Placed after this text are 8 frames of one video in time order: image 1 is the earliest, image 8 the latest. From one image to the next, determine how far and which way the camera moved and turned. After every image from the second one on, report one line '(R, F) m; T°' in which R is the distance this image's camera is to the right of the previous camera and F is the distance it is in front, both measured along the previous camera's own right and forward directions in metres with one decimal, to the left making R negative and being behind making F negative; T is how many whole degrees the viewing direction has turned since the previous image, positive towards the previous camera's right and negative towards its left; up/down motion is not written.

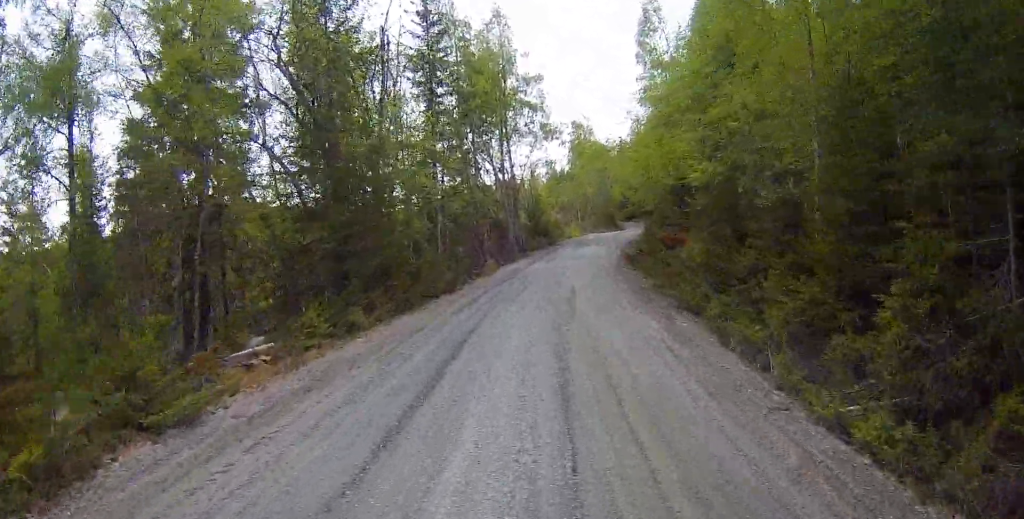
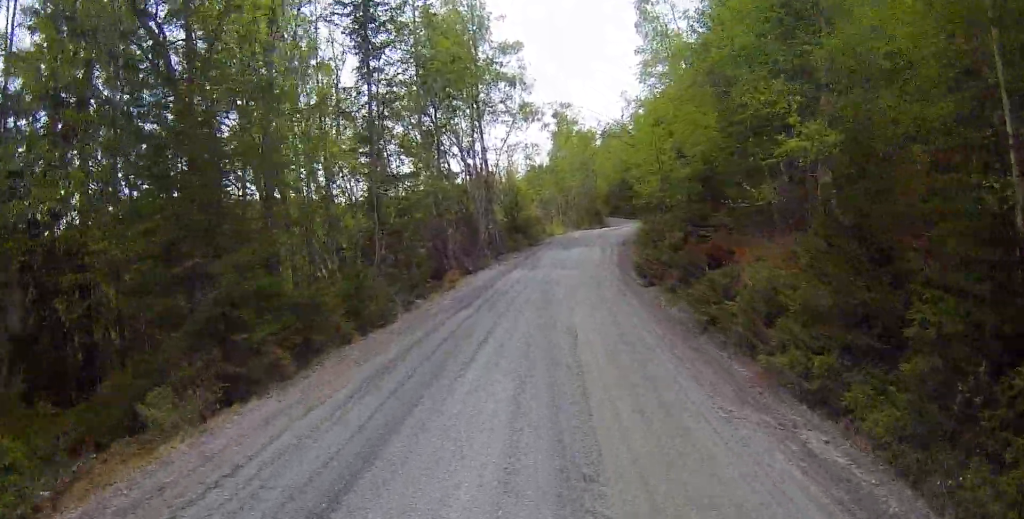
(-0.1, +7.0) m; +2°
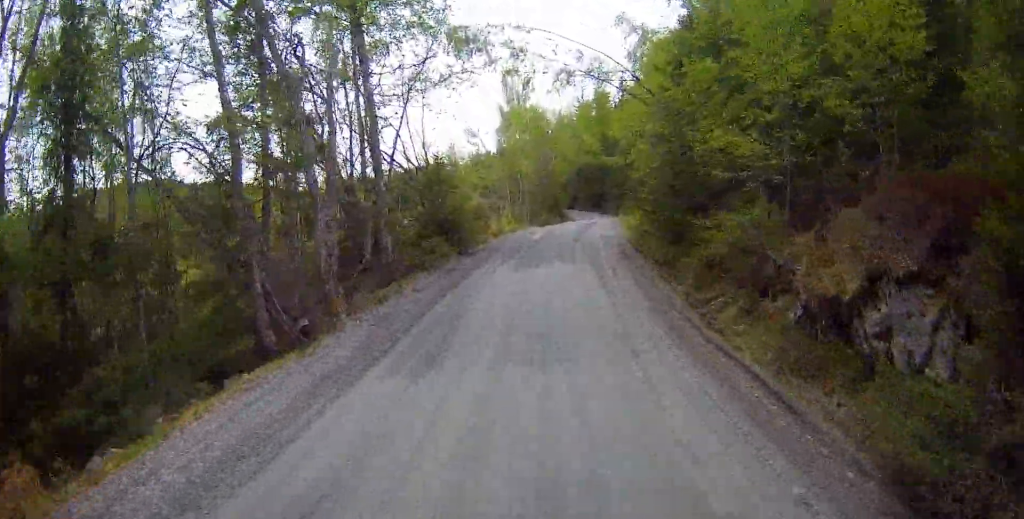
(+0.9, +15.9) m; +5°
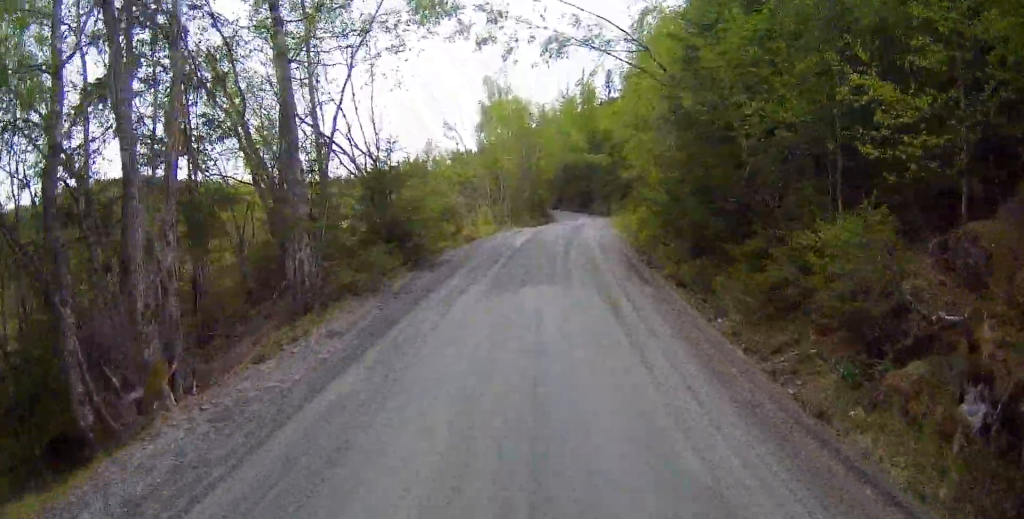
(-0.1, +4.9) m; +2°
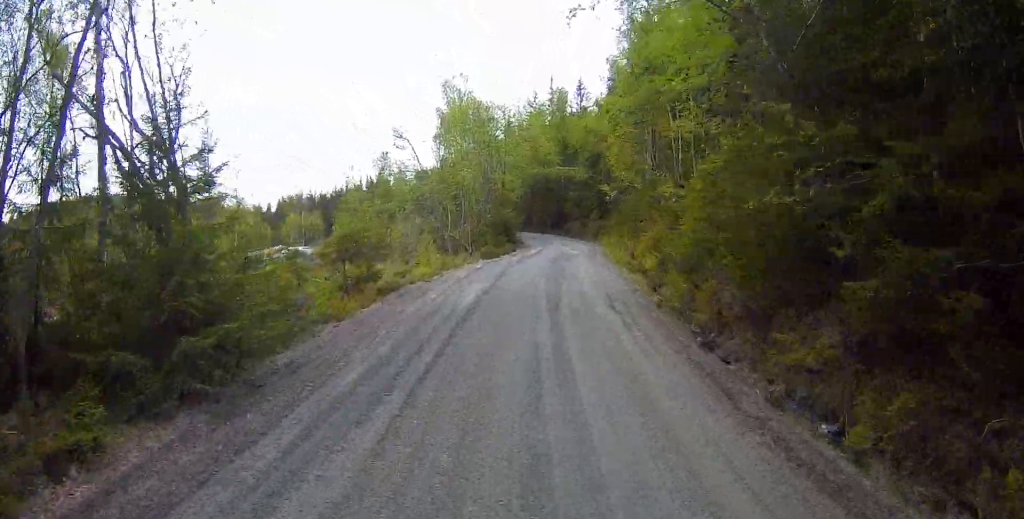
(+0.4, +9.6) m; +4°
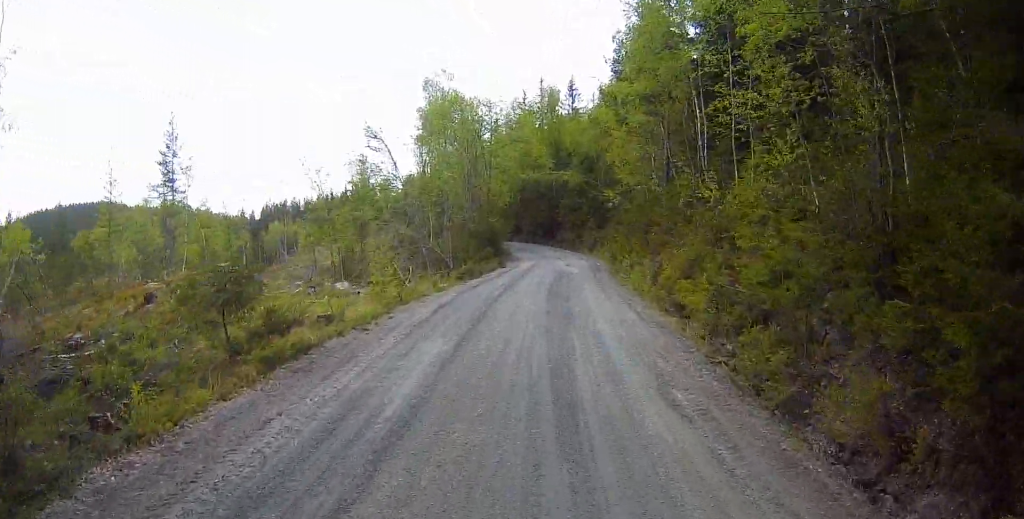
(+0.2, +5.9) m; +2°
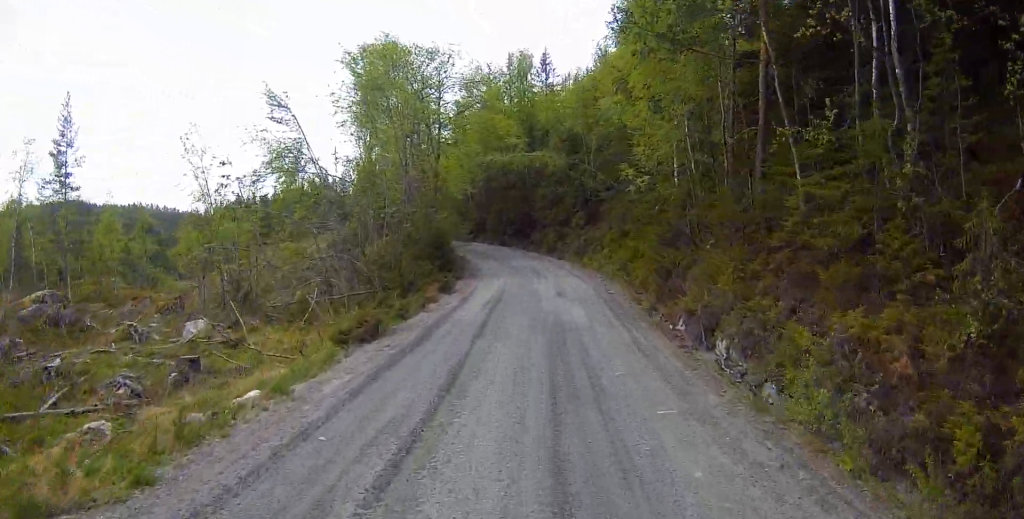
(+0.3, +13.9) m; +2°
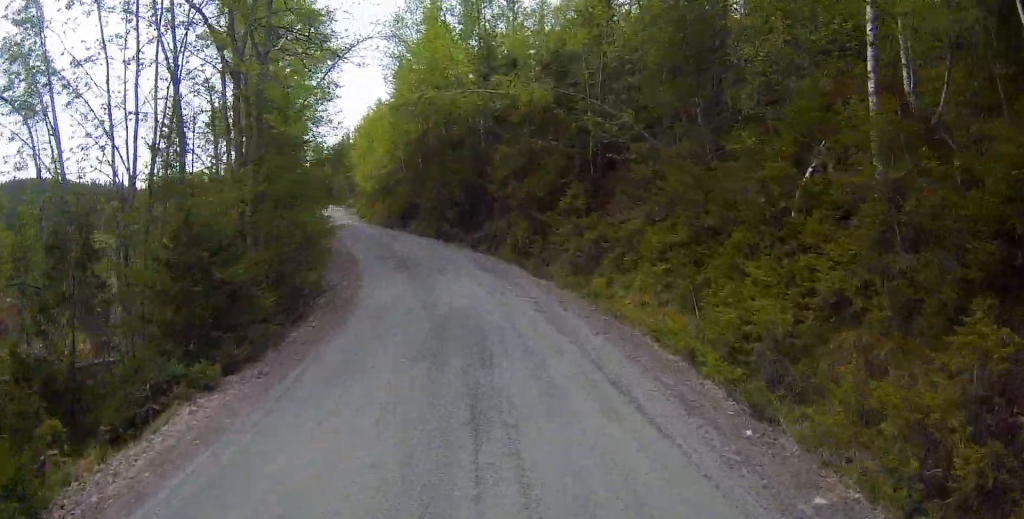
(+0.3, +18.4) m; 0°
